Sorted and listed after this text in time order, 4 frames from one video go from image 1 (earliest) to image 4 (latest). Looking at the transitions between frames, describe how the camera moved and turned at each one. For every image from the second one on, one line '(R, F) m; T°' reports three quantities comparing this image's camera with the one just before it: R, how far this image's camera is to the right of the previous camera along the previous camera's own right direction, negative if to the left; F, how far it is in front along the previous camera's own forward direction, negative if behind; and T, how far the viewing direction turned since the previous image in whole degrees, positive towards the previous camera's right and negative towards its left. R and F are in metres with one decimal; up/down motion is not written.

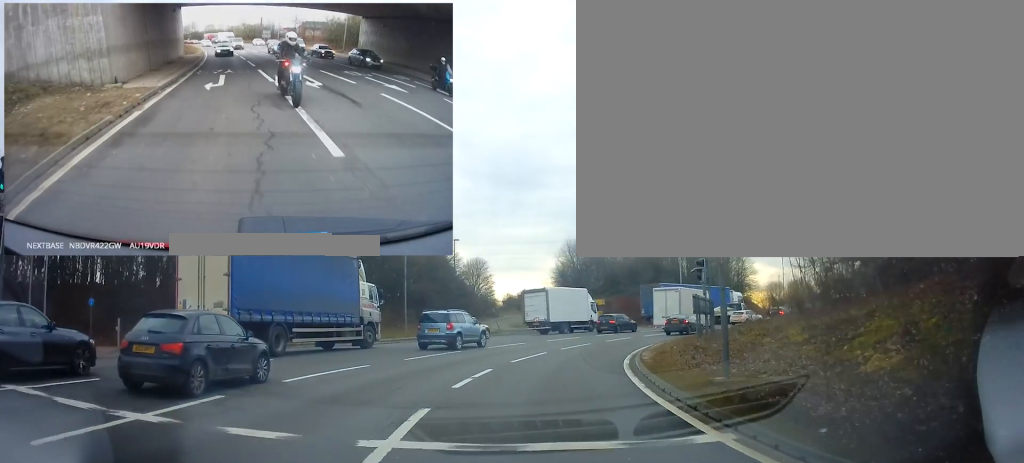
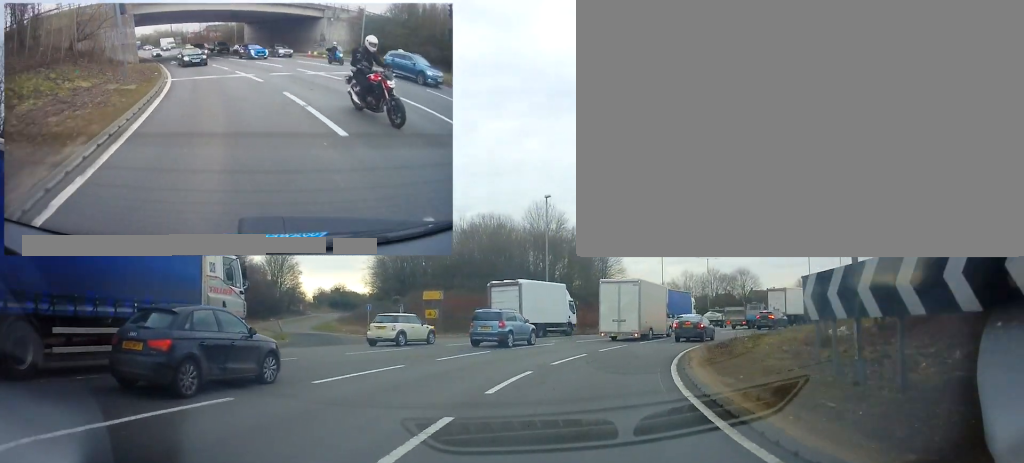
(+2.6, +20.4) m; +18°
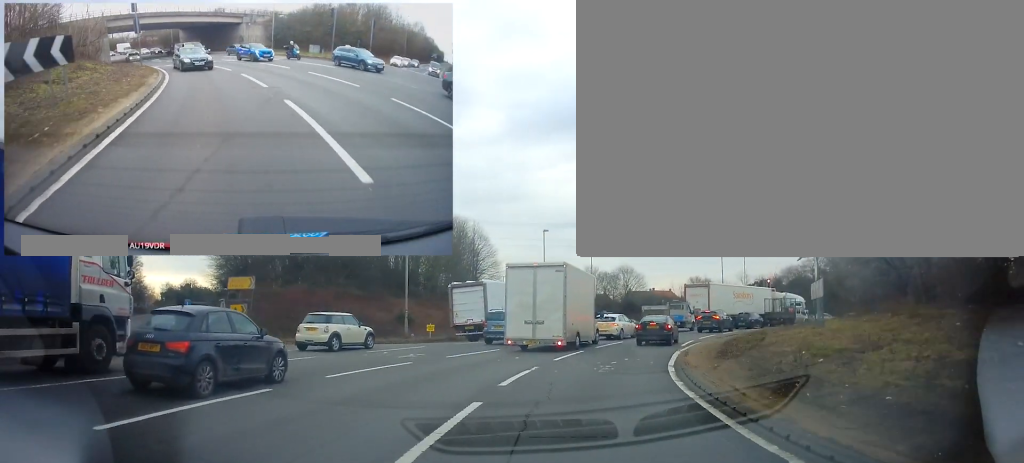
(+1.5, +10.8) m; +12°
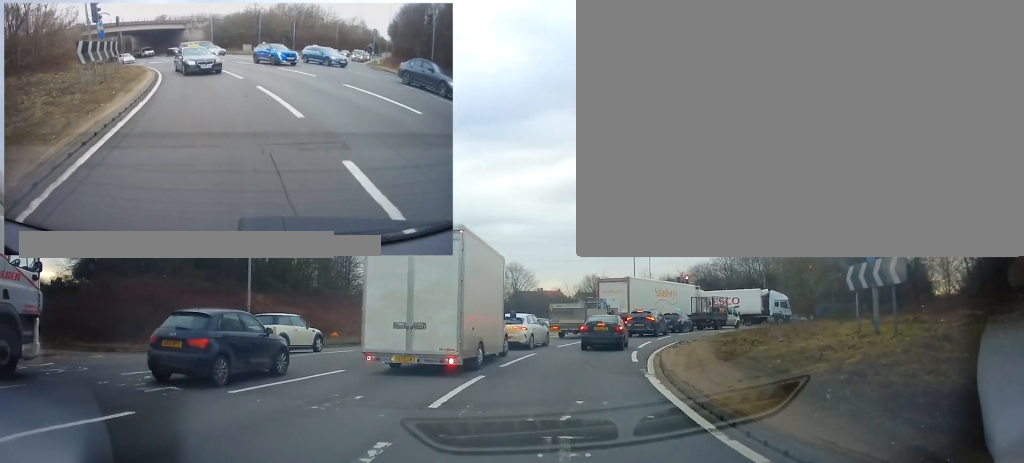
(+0.8, +8.0) m; +11°
